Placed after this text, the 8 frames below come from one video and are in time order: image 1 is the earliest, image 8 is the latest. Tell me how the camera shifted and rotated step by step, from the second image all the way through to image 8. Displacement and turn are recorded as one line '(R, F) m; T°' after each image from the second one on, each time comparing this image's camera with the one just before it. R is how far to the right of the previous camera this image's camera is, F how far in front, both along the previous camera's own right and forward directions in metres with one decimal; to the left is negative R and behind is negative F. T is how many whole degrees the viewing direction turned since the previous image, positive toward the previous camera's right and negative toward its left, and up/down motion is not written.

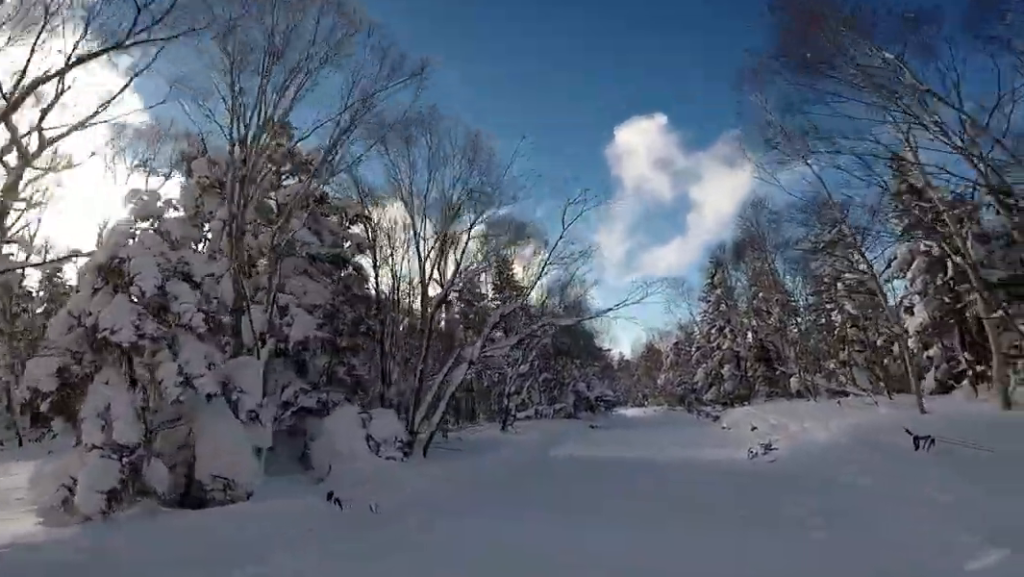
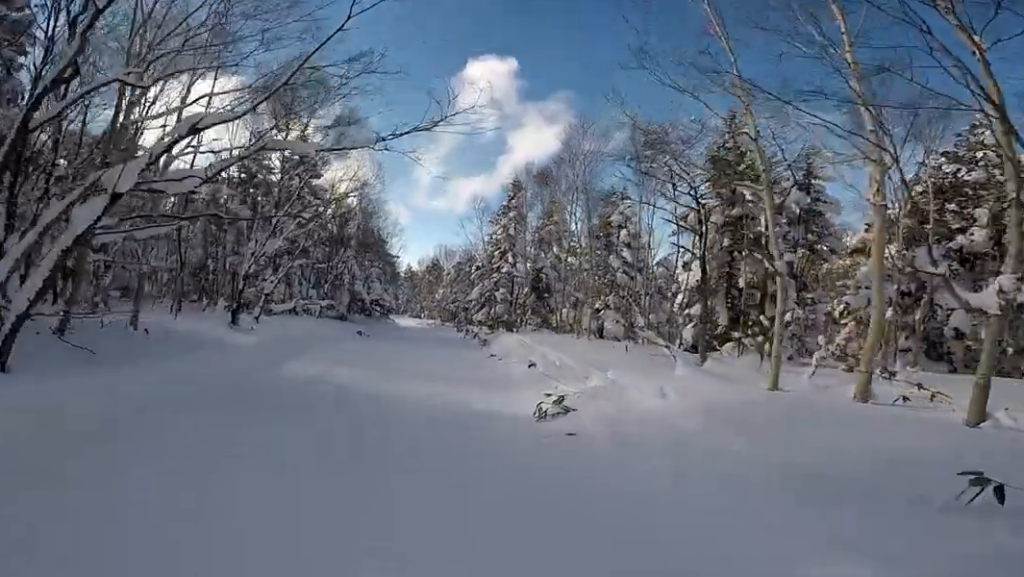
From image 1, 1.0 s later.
(-0.2, +4.8) m; -2°
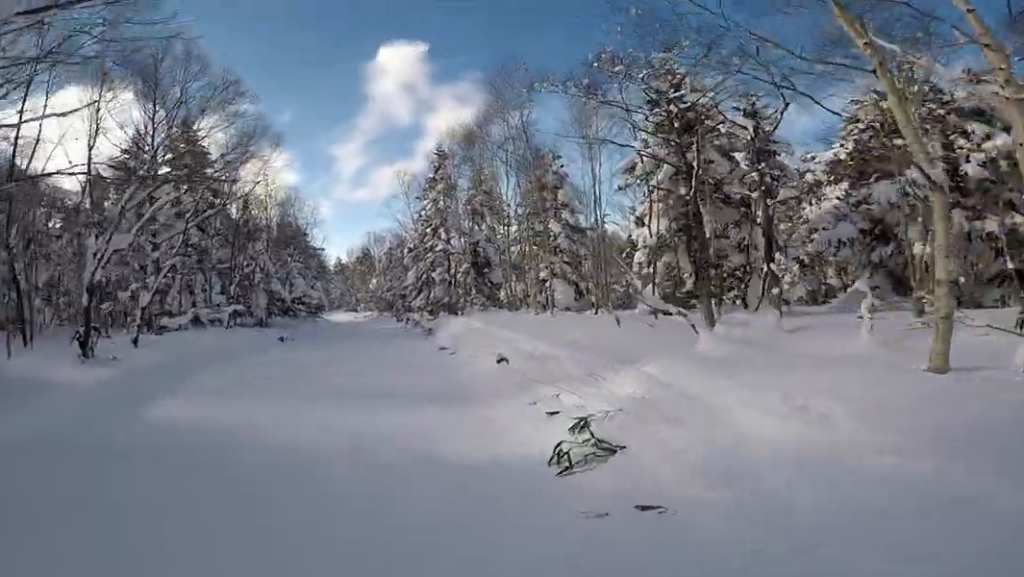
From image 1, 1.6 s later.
(0.0, +3.0) m; 0°
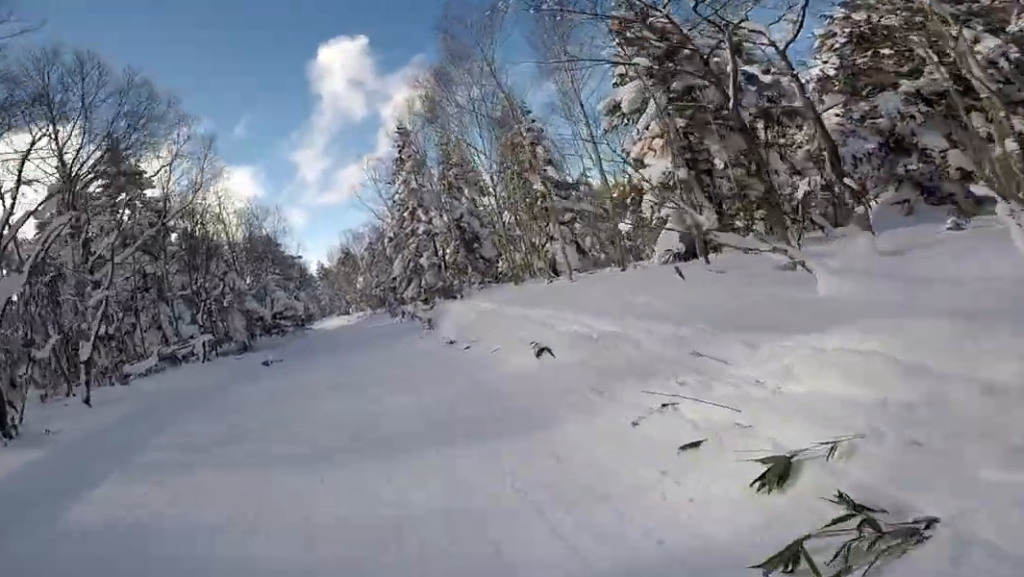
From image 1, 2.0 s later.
(0.0, +2.1) m; 0°
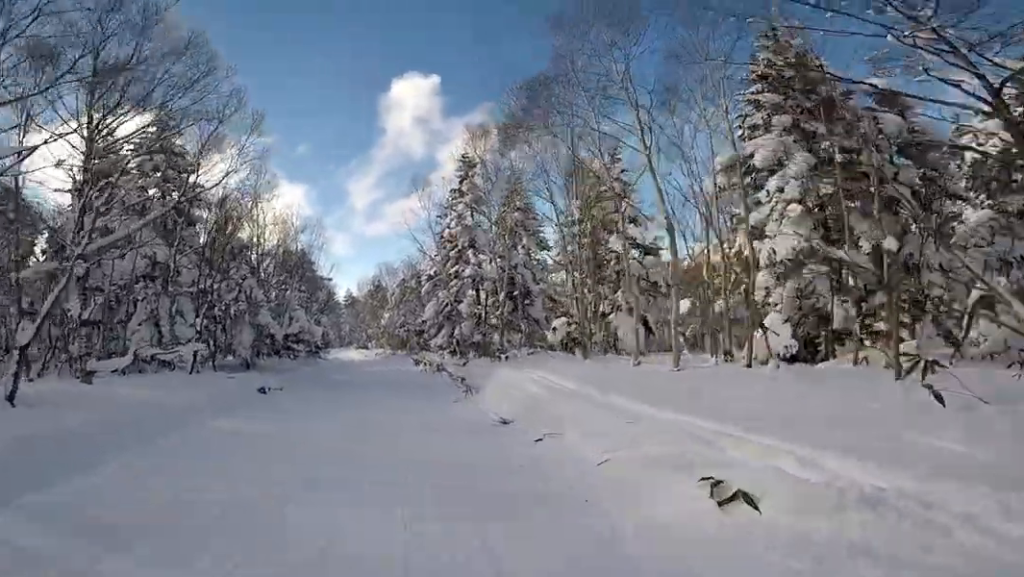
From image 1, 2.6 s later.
(0.0, +2.8) m; 0°
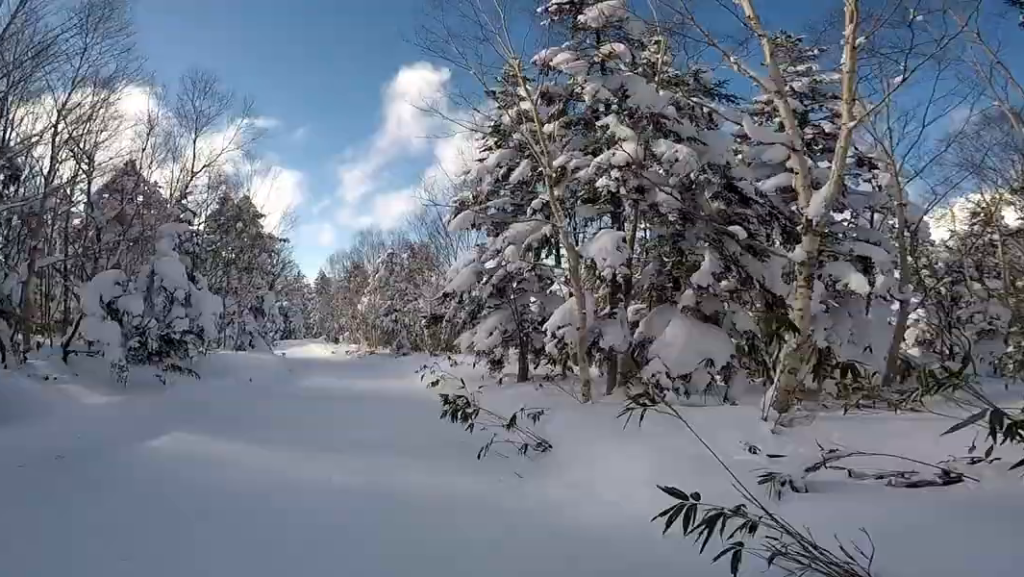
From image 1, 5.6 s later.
(0.0, +15.6) m; 0°
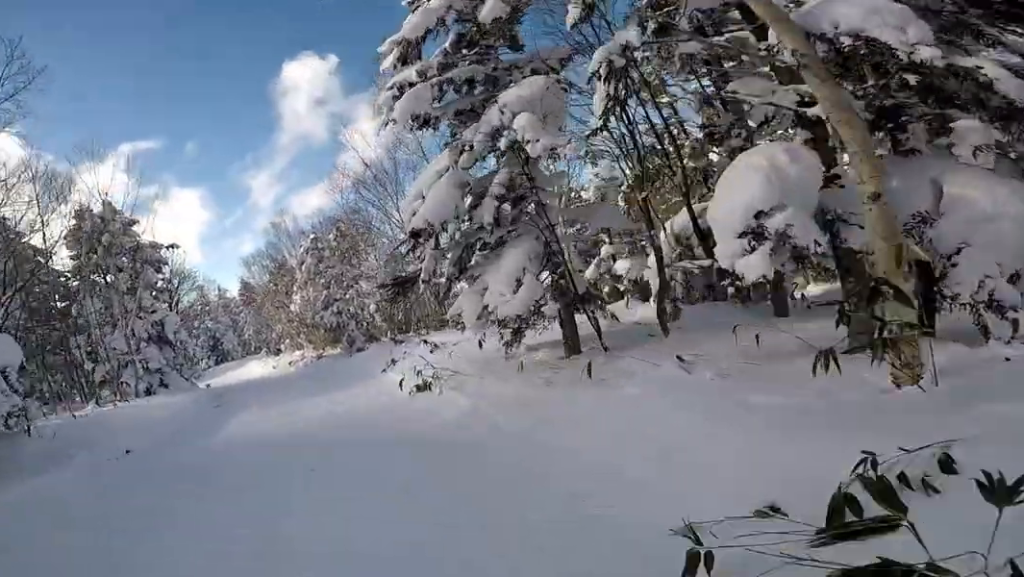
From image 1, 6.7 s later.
(0.0, +6.1) m; 0°
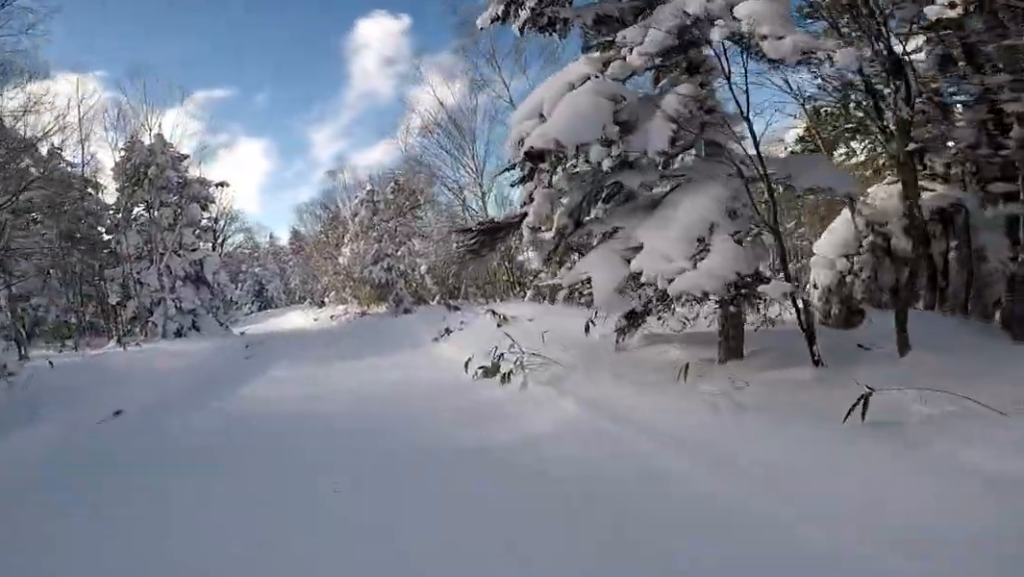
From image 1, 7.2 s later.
(0.0, +2.5) m; 0°
